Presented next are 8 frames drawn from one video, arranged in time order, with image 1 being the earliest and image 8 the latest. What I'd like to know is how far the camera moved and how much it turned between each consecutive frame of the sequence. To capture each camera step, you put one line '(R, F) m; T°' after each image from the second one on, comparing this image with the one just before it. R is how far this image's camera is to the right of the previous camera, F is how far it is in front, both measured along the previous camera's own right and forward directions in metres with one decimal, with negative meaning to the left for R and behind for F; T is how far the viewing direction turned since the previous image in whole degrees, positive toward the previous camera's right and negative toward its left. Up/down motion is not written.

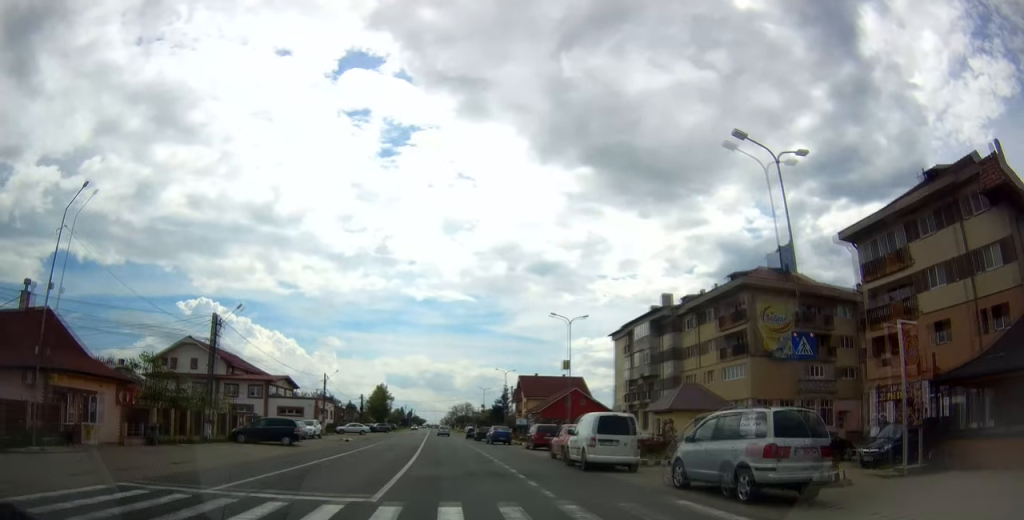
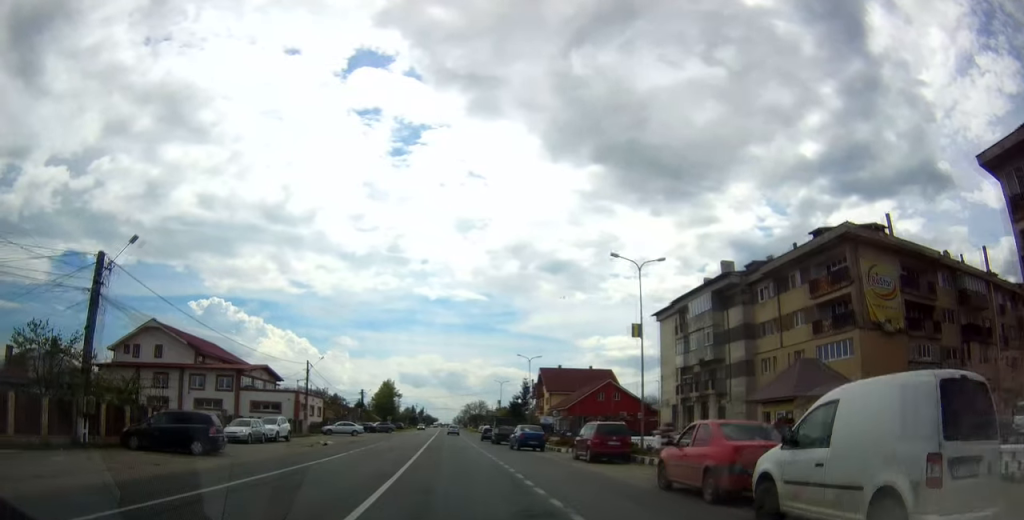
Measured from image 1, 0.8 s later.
(-0.5, +13.6) m; -1°
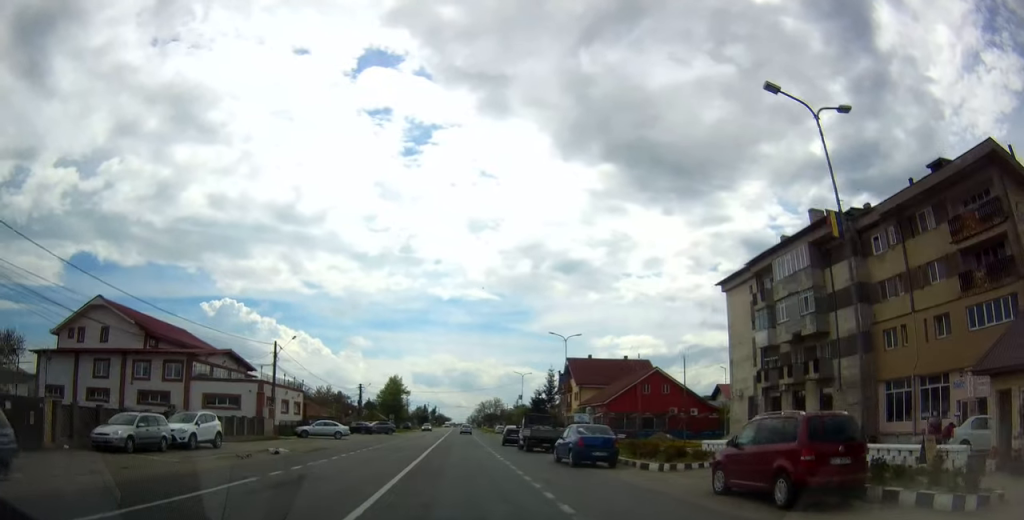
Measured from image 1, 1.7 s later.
(+0.2, +14.2) m; -1°
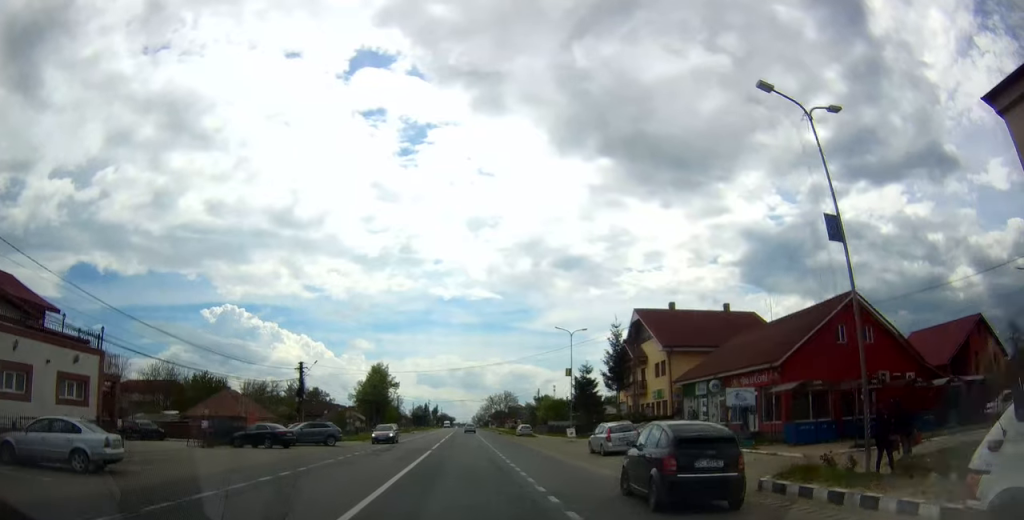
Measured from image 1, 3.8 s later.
(-1.3, +34.1) m; -2°
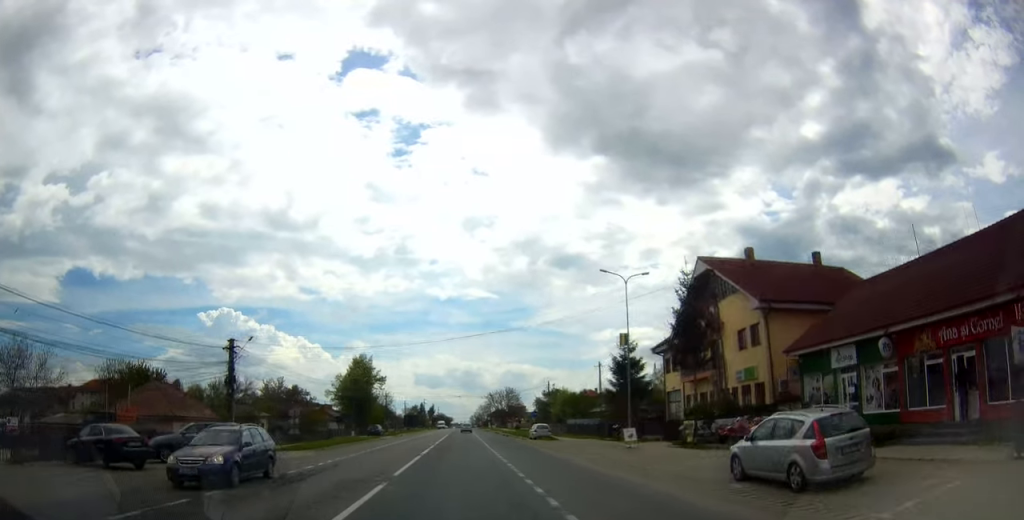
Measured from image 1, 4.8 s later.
(0.0, +16.4) m; +1°
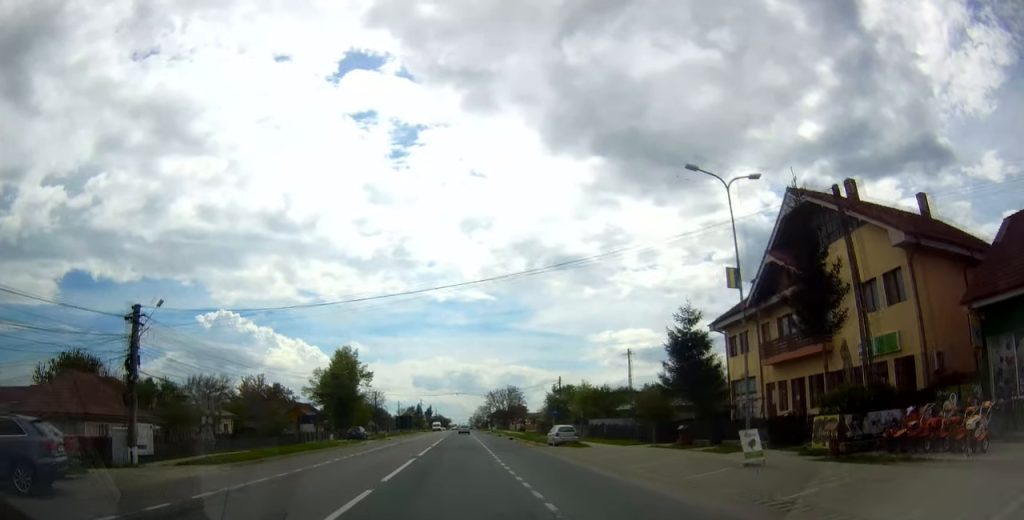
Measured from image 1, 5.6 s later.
(+0.2, +12.6) m; -1°
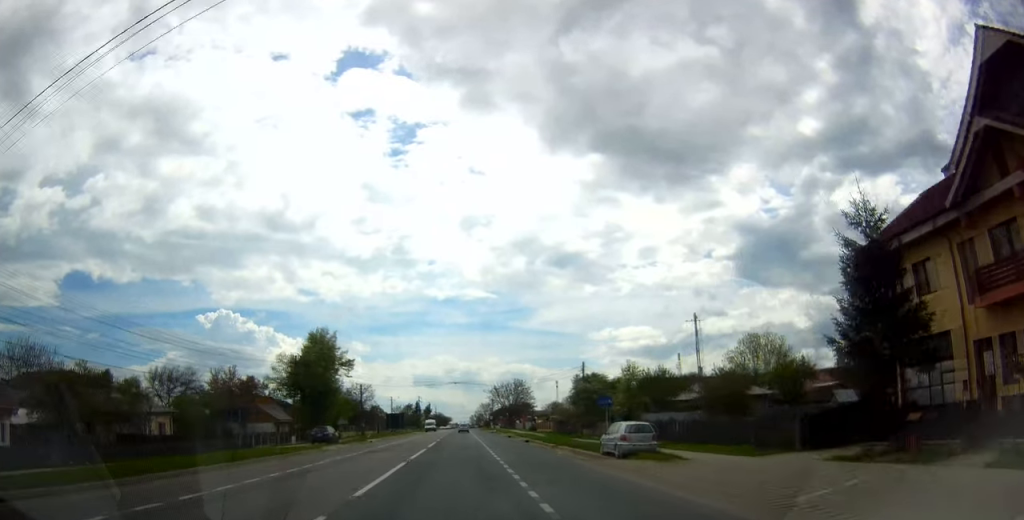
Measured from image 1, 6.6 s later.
(-0.3, +16.0) m; +1°
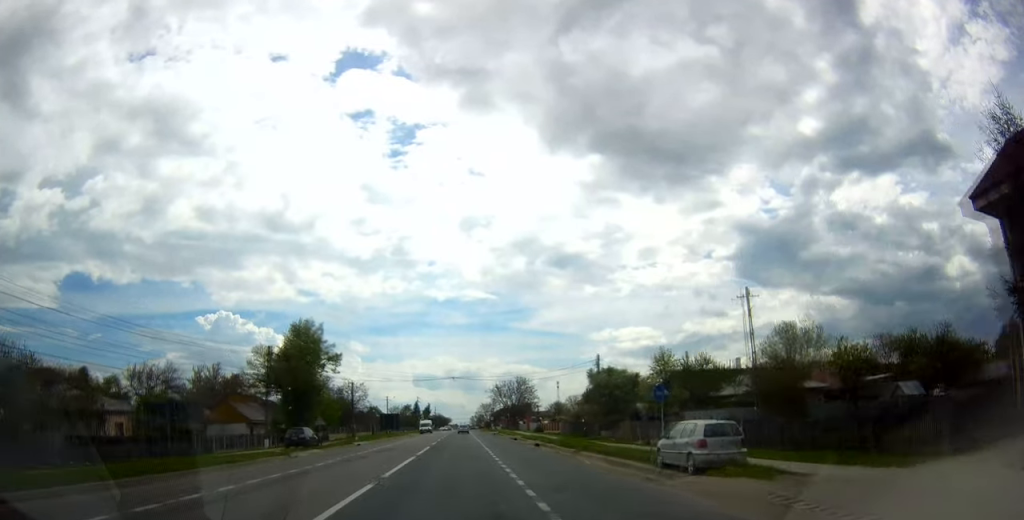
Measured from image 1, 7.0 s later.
(-0.1, +7.4) m; 0°
